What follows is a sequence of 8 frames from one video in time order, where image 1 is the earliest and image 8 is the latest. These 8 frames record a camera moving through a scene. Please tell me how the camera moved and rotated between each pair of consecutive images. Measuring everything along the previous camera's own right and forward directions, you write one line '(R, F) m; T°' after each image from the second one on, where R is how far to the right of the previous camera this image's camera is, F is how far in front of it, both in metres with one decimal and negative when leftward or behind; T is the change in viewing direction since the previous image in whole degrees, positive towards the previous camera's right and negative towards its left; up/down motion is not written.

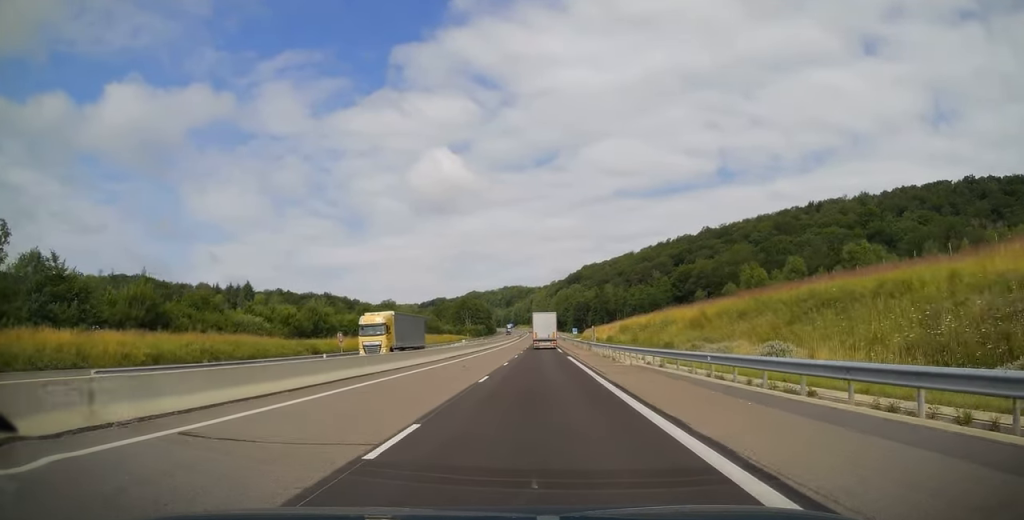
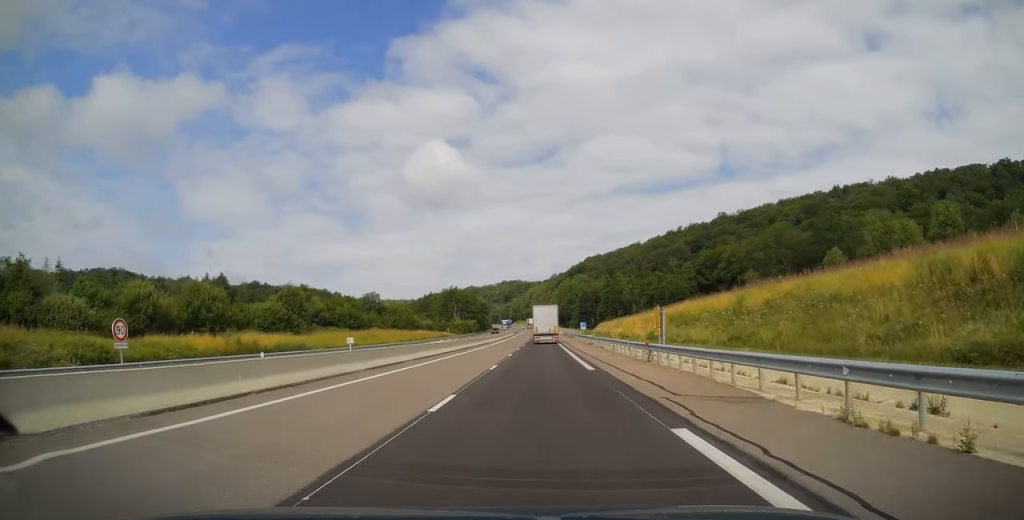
(+0.1, +32.0) m; 0°
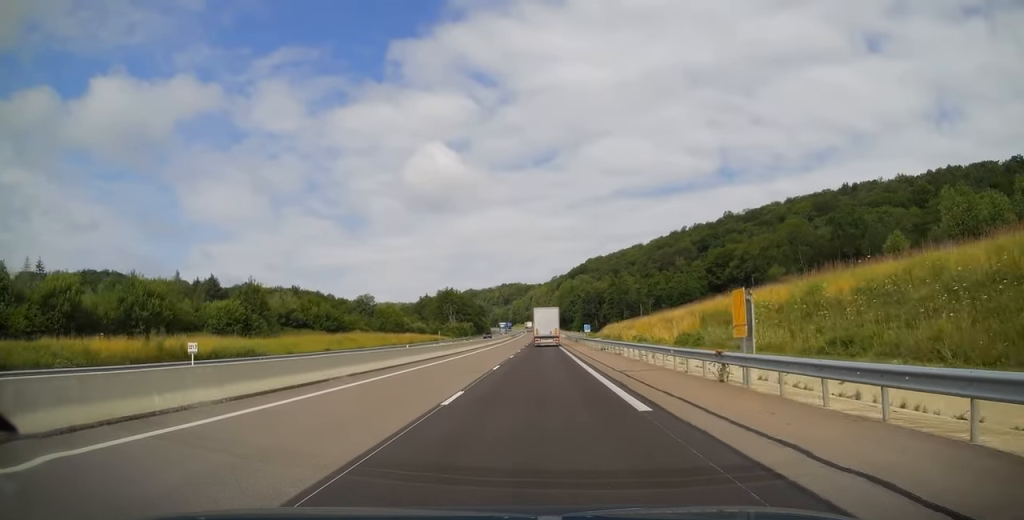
(-0.1, +10.7) m; 0°
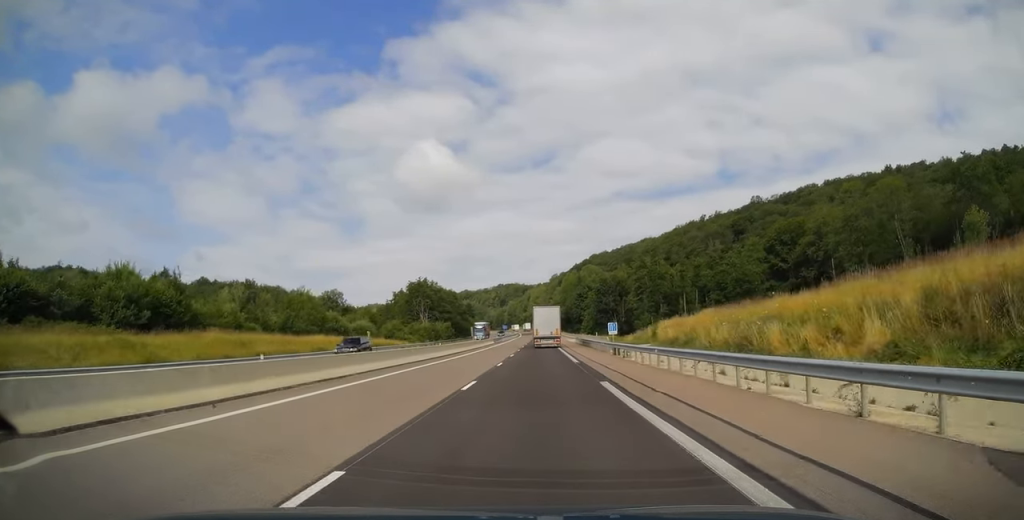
(0.0, +44.5) m; 0°
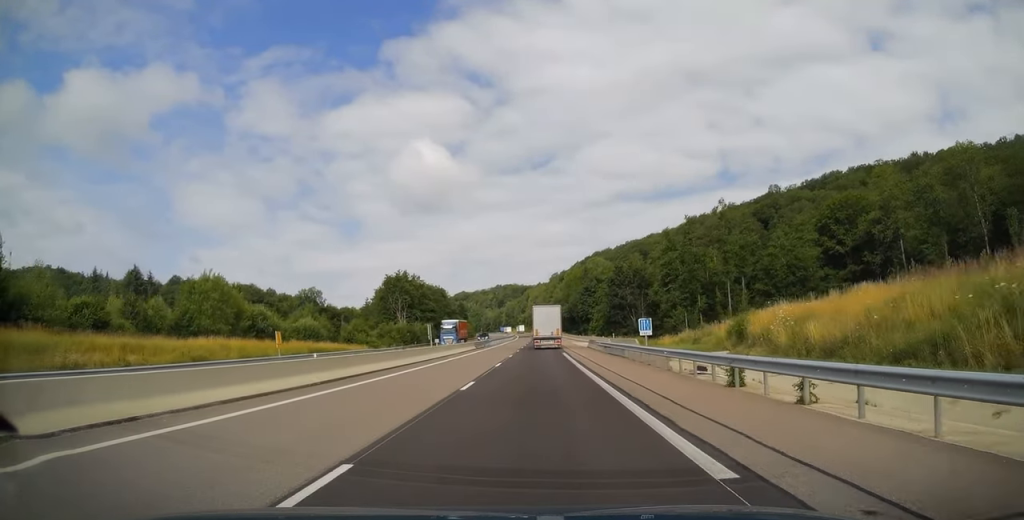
(+0.1, +23.7) m; -1°
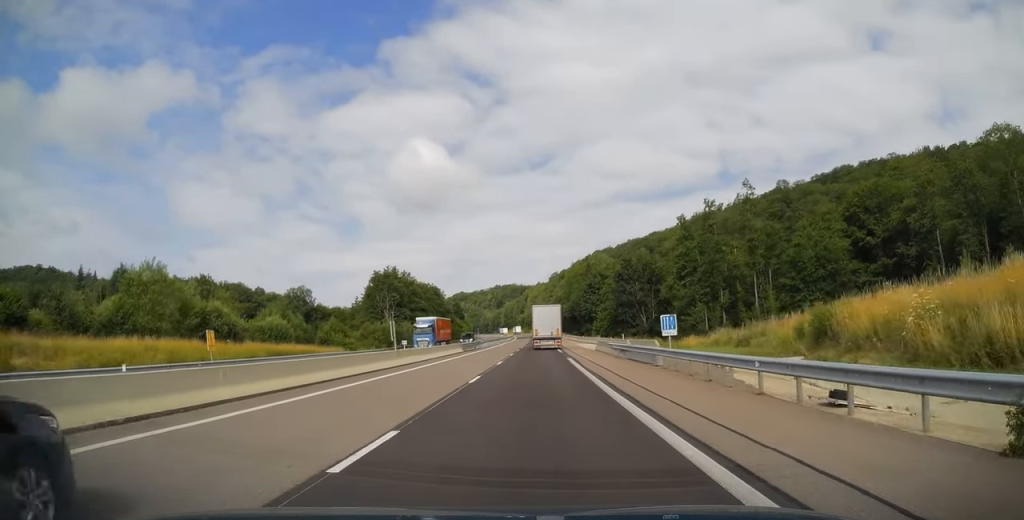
(-0.2, +9.7) m; 0°
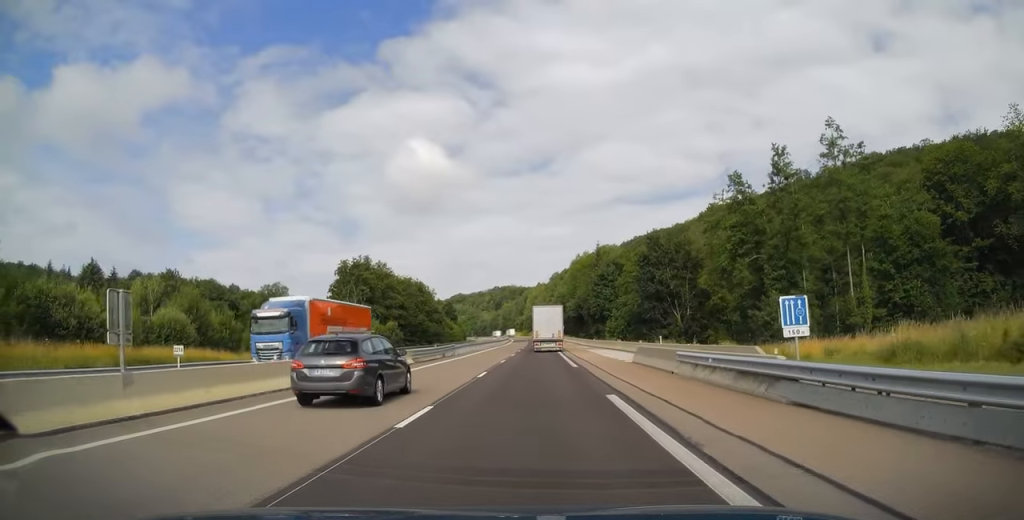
(-0.1, +21.0) m; 0°
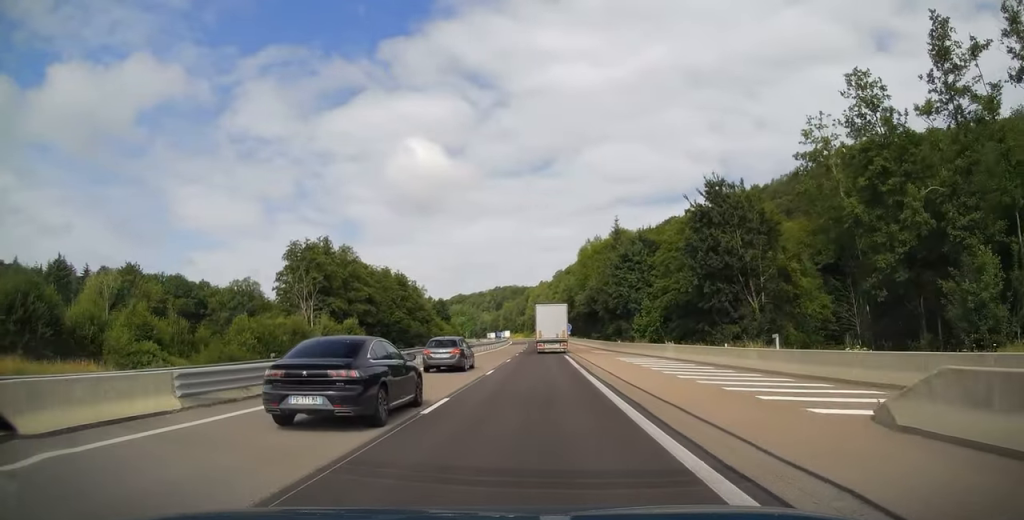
(+0.3, +22.6) m; +1°
